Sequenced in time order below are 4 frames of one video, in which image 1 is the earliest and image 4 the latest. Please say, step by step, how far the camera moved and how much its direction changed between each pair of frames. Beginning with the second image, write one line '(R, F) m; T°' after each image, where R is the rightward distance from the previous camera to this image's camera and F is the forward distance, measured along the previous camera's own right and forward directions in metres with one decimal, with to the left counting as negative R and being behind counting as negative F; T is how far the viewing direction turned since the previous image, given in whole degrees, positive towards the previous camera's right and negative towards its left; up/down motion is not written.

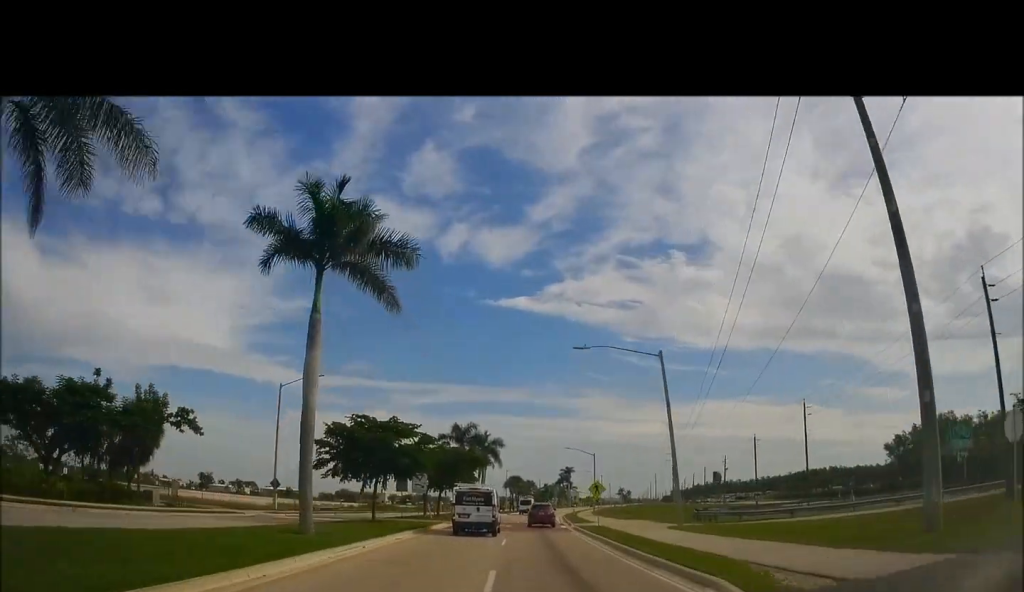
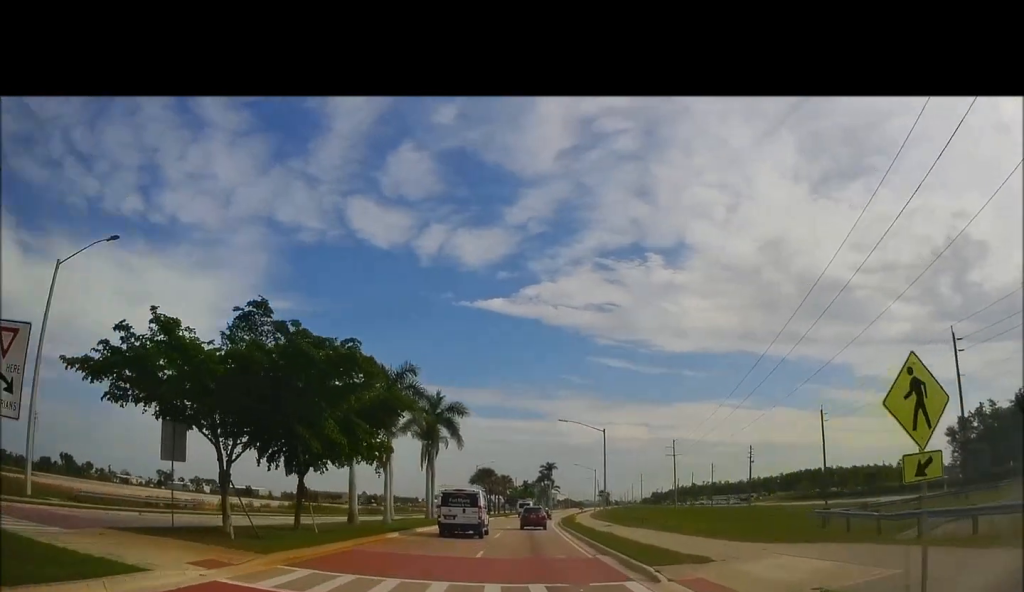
(+0.2, +30.8) m; 0°
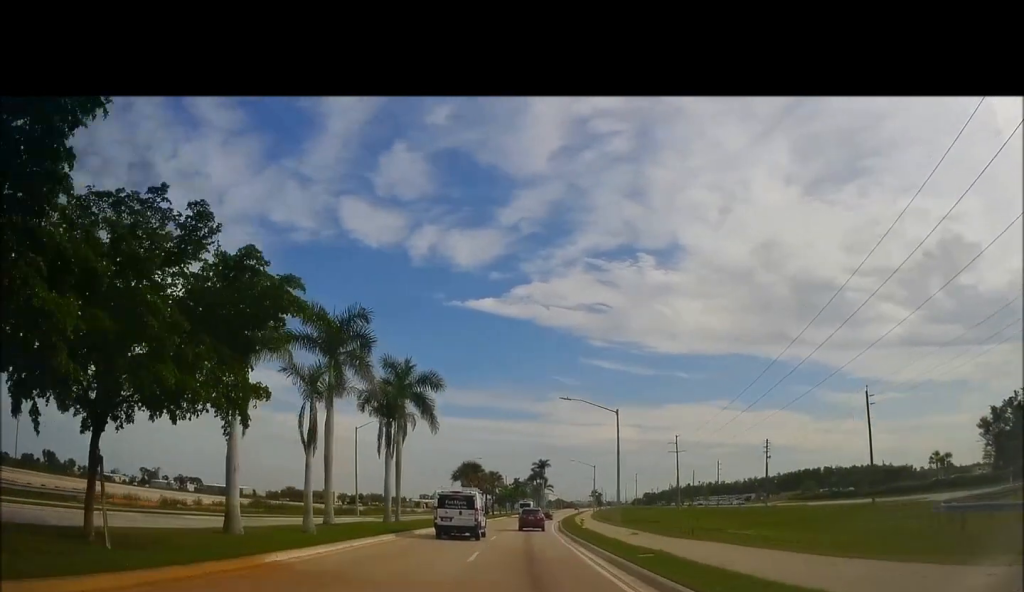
(0.0, +11.8) m; +1°
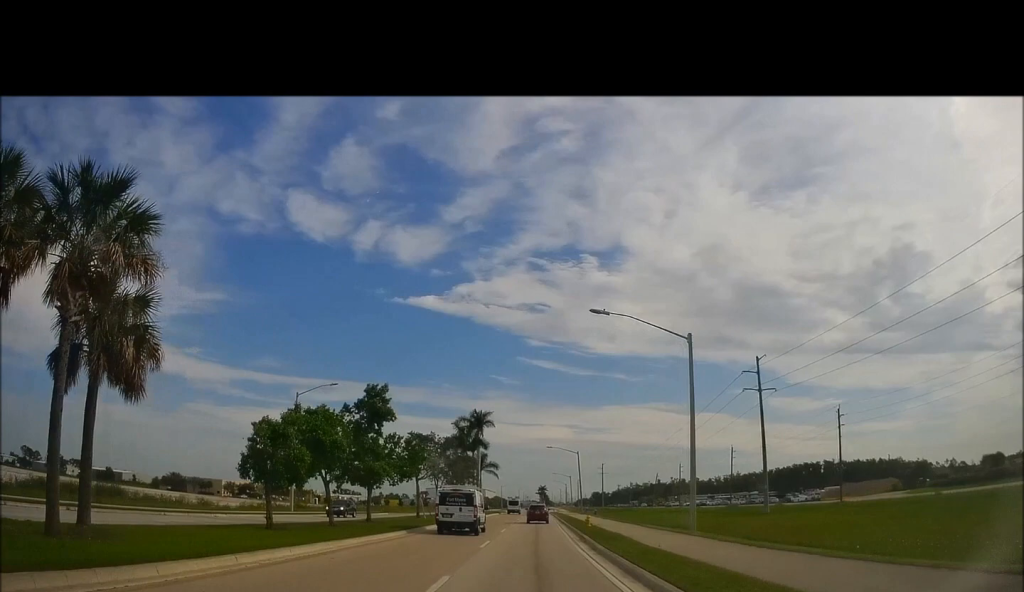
(+5.3, +80.8) m; +7°
